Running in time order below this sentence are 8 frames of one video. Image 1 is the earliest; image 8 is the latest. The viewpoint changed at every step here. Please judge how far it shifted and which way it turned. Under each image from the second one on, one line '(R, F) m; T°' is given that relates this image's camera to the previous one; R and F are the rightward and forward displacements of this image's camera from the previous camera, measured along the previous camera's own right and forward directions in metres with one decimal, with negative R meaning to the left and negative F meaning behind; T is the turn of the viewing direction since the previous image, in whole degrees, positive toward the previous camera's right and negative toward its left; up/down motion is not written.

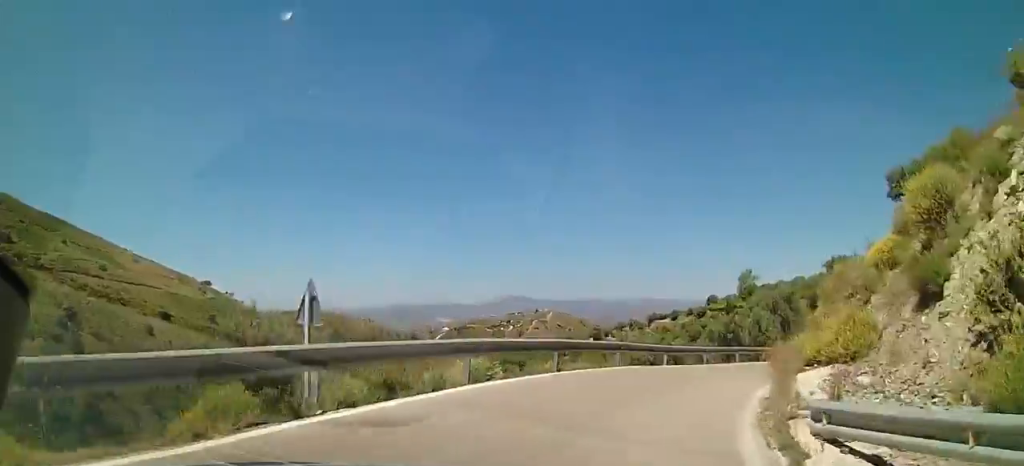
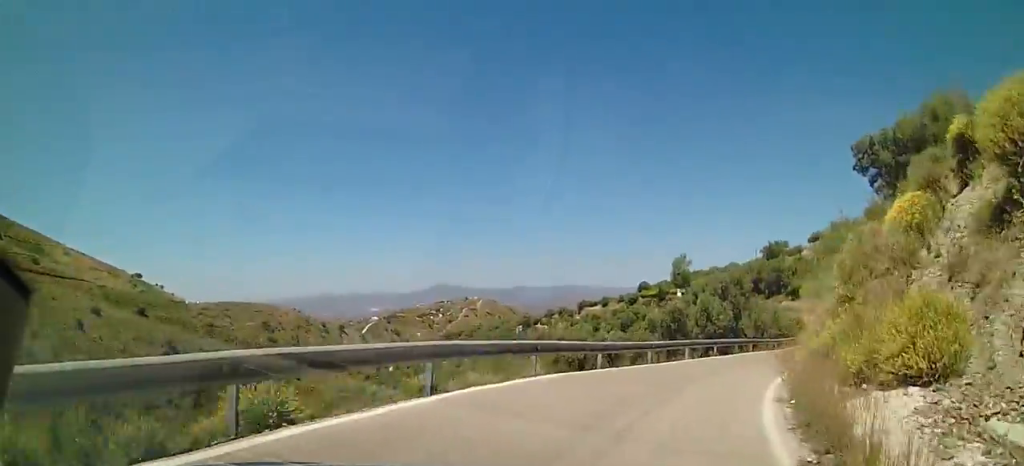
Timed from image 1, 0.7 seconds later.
(+0.4, +5.5) m; +6°
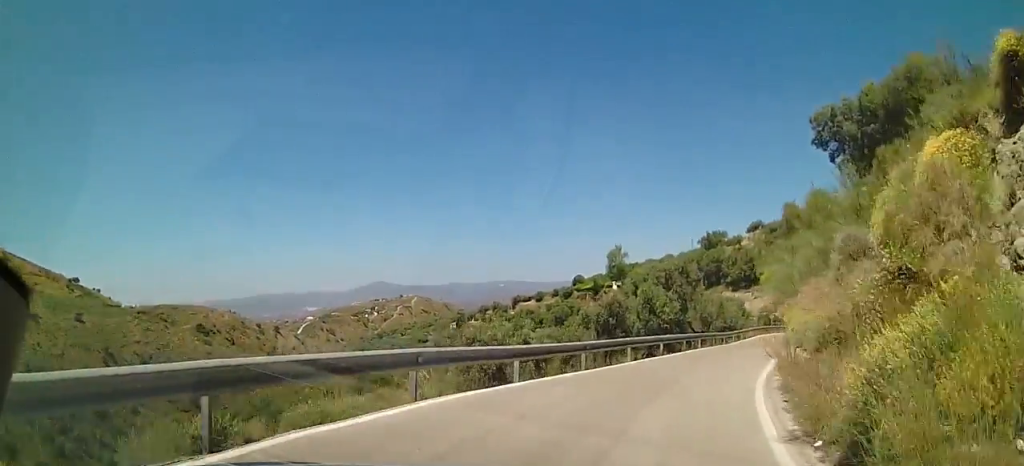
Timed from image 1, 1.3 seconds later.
(-0.1, +4.1) m; +5°
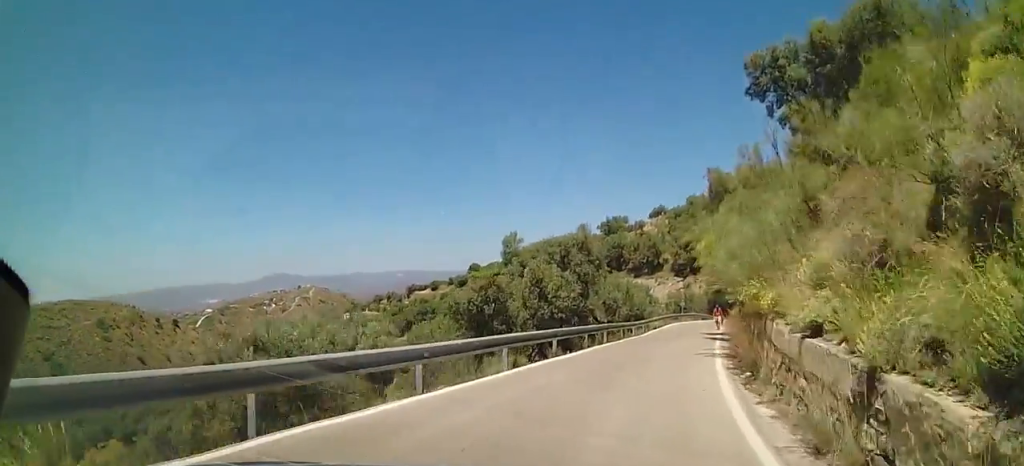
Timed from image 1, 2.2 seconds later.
(+0.6, +6.5) m; +7°
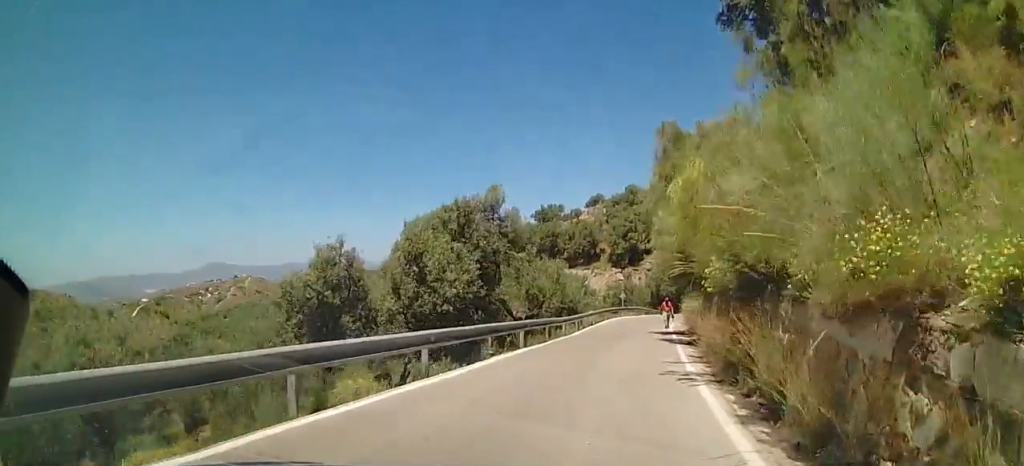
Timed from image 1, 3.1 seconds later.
(+0.3, +6.6) m; +4°
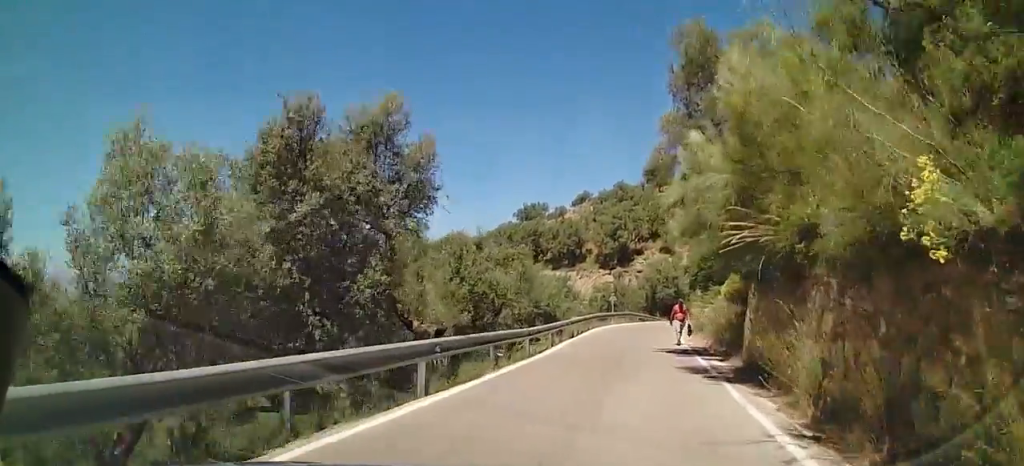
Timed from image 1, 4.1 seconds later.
(+0.2, +8.6) m; +3°
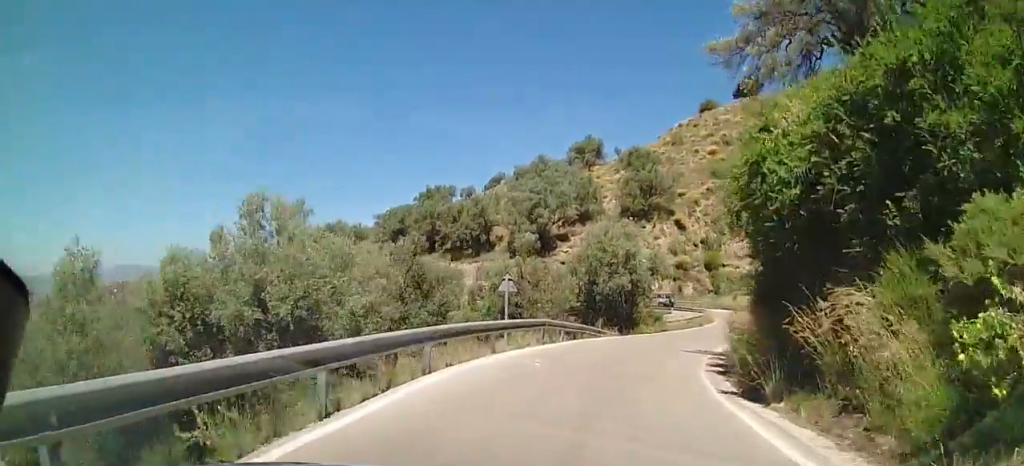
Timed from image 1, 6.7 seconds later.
(+1.1, +21.8) m; +7°
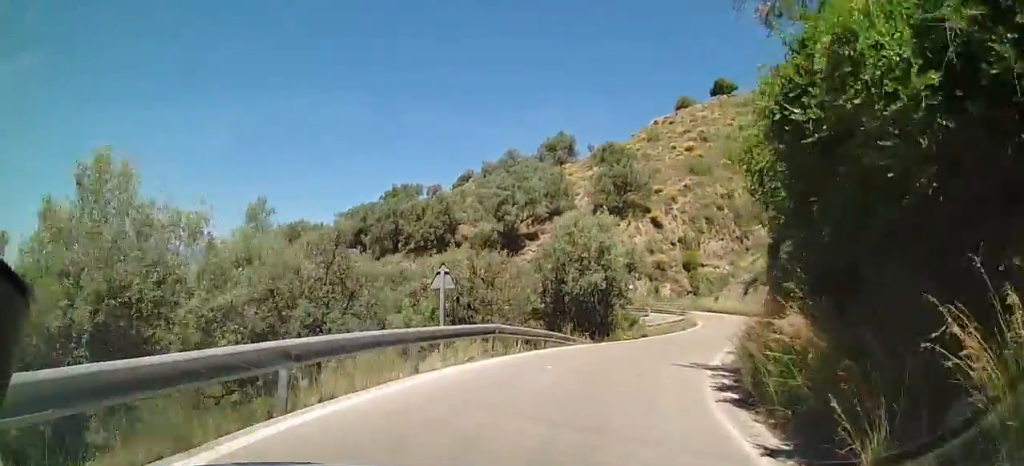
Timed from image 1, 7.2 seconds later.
(+0.1, +4.1) m; +3°
